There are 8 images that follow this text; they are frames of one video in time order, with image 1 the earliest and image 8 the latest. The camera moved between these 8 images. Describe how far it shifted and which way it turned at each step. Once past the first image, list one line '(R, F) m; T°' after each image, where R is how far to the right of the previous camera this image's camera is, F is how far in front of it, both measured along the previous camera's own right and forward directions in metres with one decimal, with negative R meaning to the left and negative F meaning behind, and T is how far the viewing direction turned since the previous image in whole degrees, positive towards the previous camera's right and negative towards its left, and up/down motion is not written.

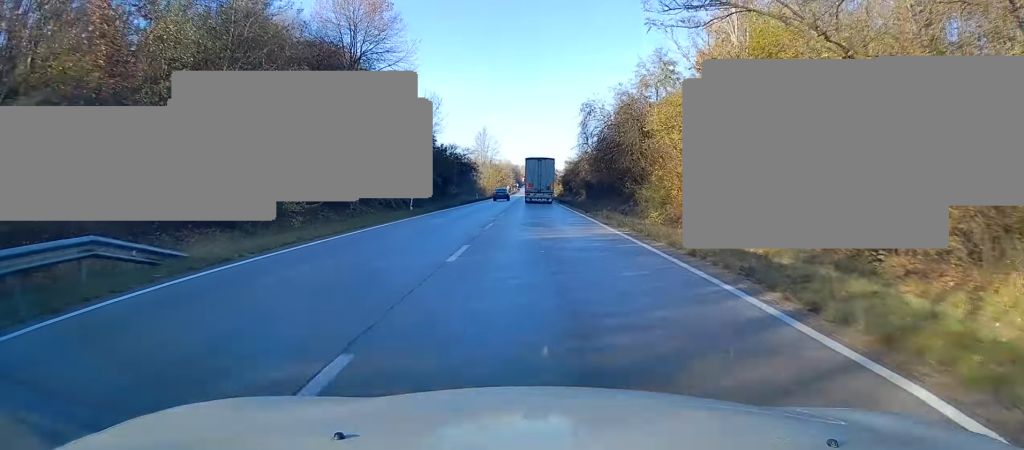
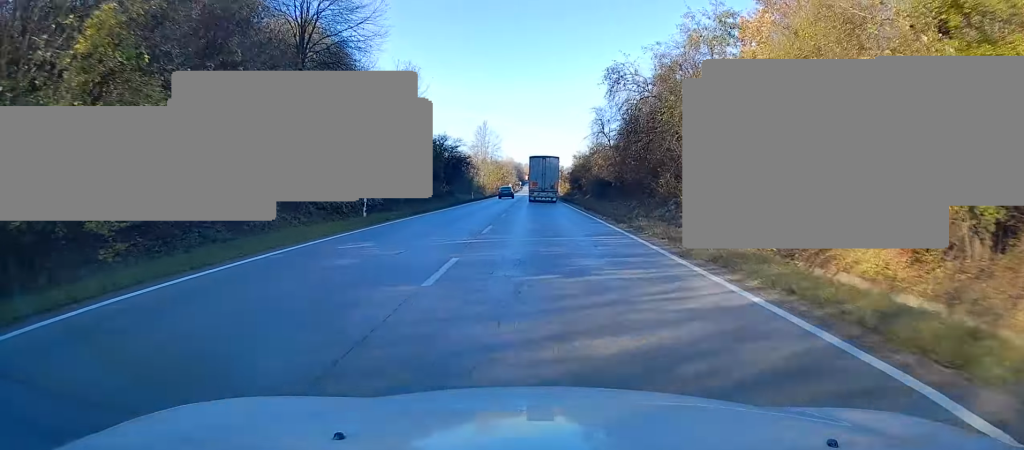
(-0.2, +11.7) m; 0°
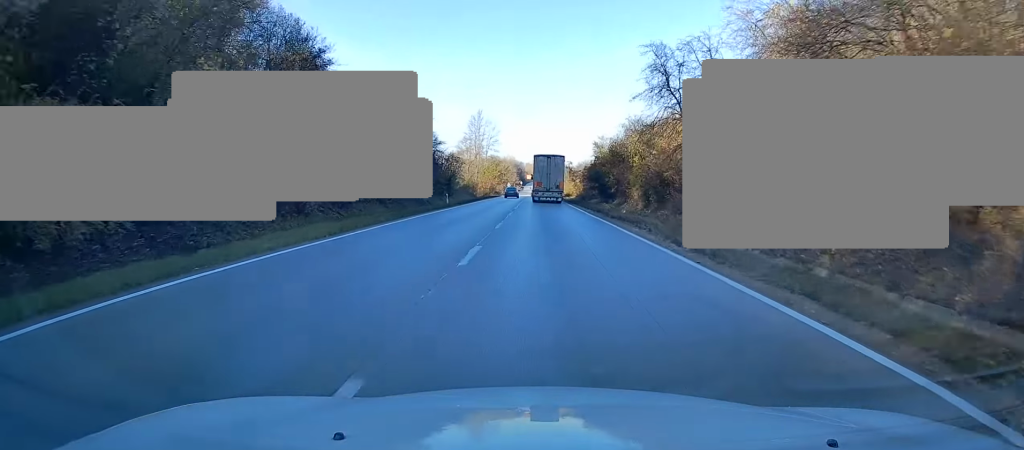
(+0.4, +24.7) m; 0°
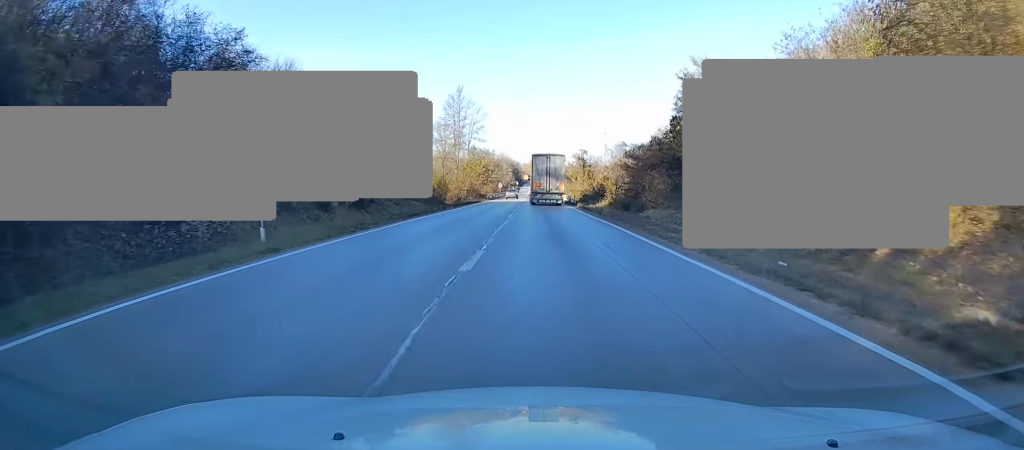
(-0.7, +36.4) m; -1°
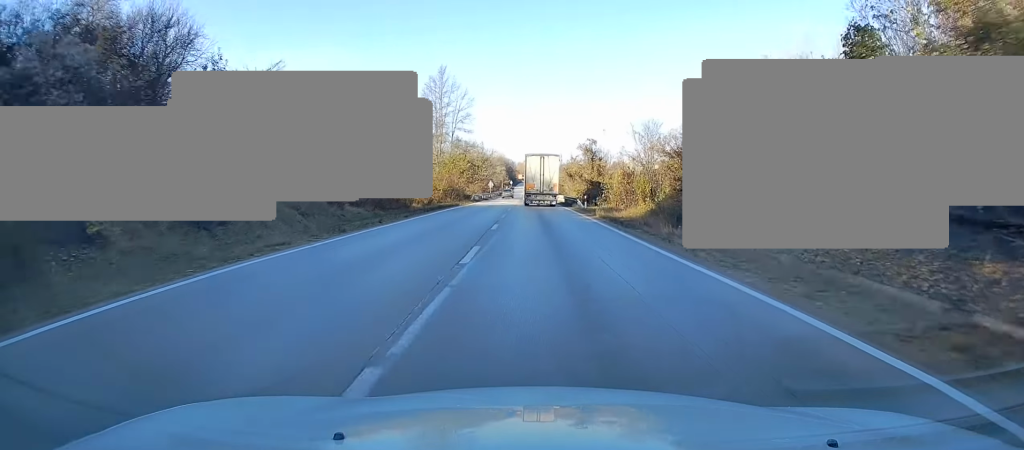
(+0.1, +17.1) m; +1°
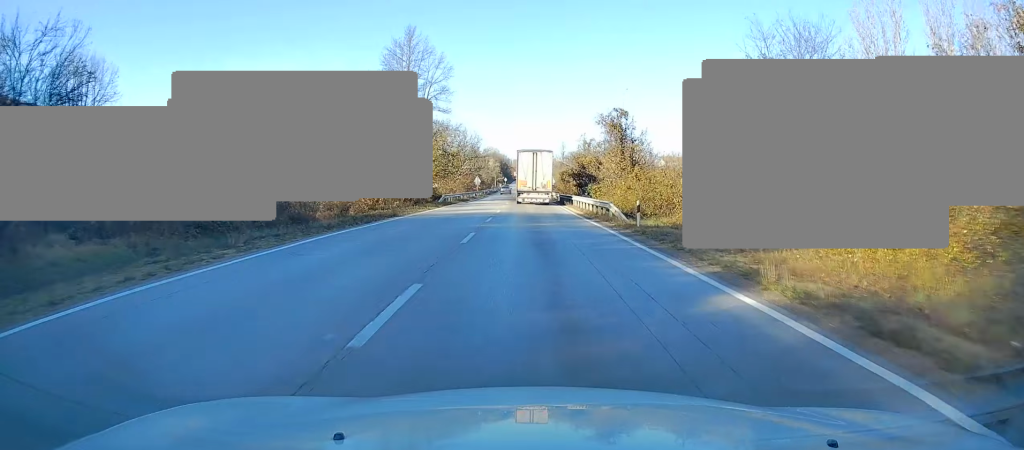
(+0.4, +23.2) m; +2°
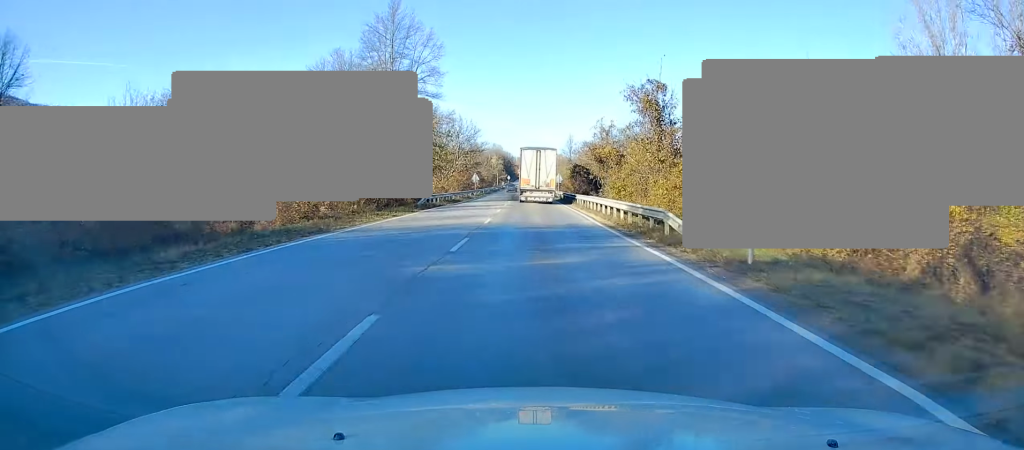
(+0.2, +10.8) m; 0°
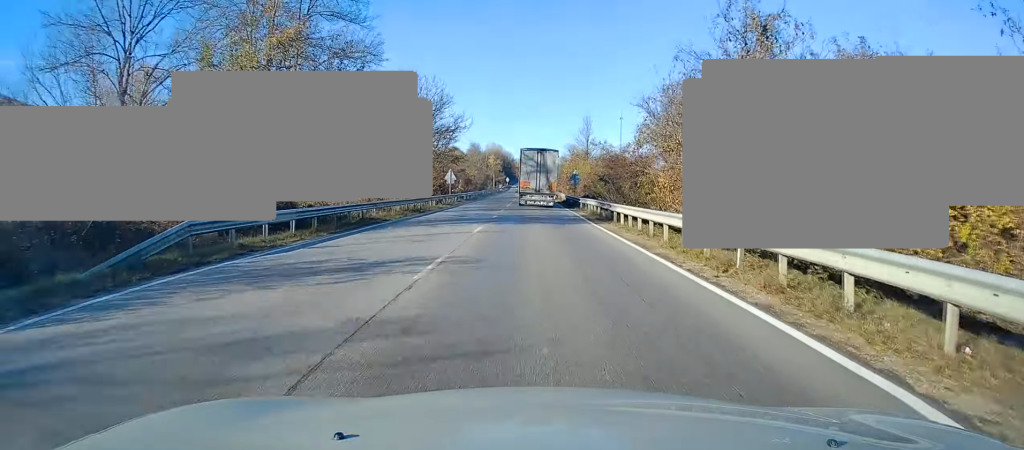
(-0.3, +29.9) m; -1°
